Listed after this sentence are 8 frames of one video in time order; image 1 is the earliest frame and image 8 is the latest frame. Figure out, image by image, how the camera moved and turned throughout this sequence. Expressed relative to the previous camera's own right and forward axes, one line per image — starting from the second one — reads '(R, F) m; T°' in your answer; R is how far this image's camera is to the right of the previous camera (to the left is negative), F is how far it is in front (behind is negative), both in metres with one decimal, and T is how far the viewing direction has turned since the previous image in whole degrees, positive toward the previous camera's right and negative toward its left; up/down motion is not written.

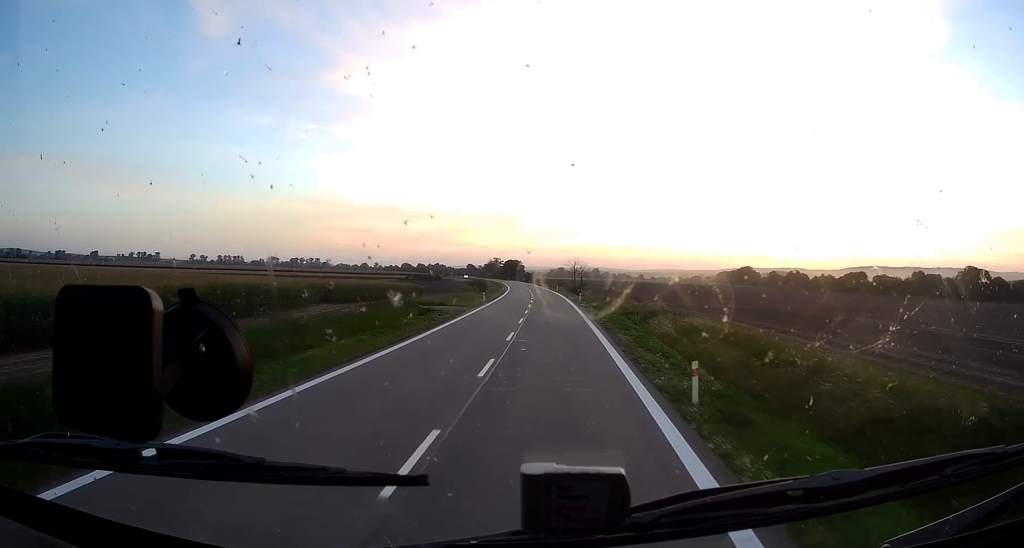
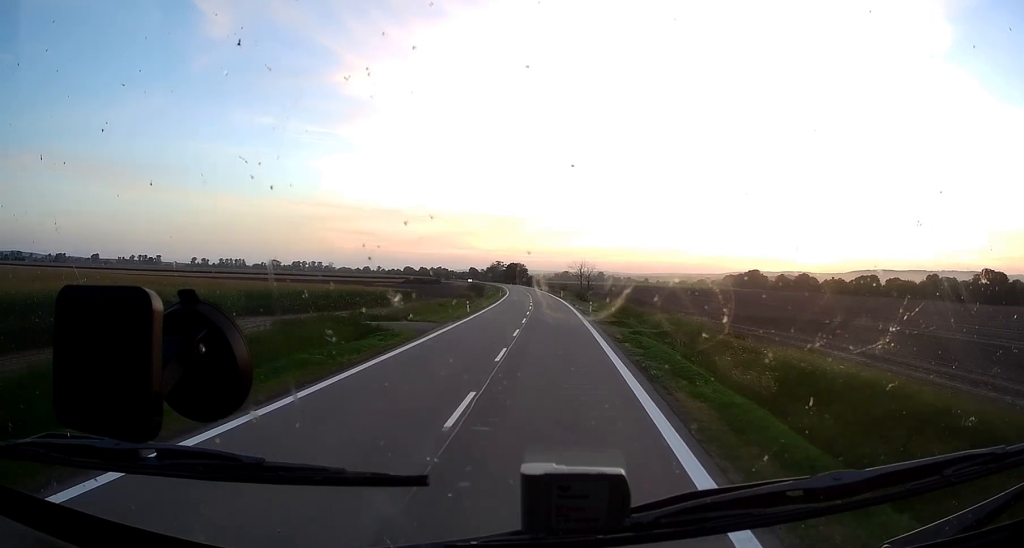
(0.0, +14.3) m; -1°
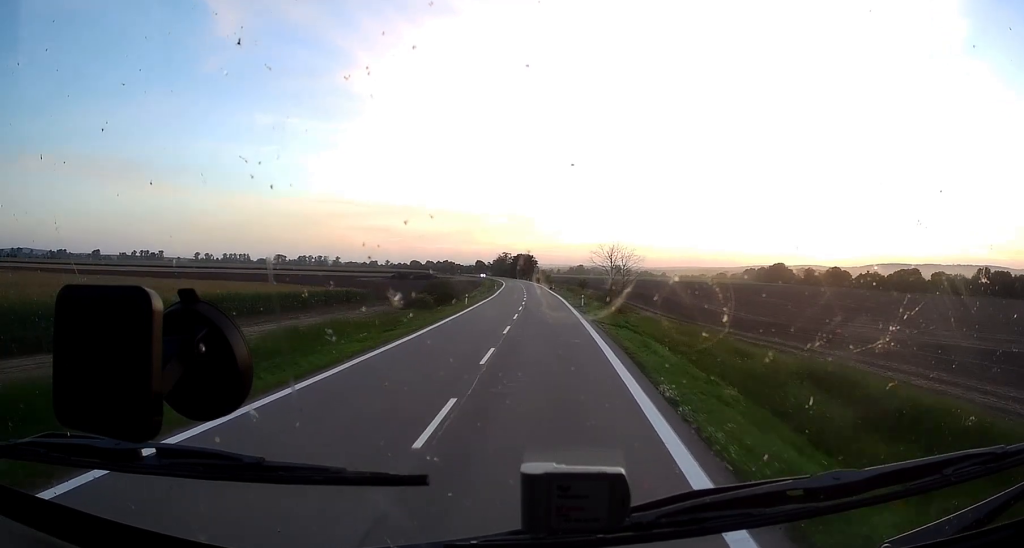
(-0.1, +47.5) m; -1°
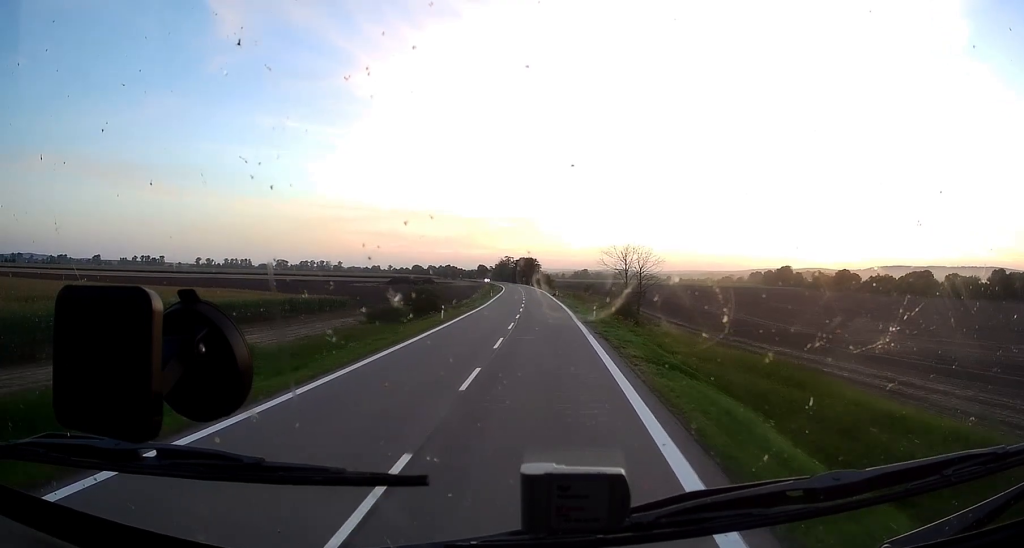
(-0.2, +12.5) m; -1°
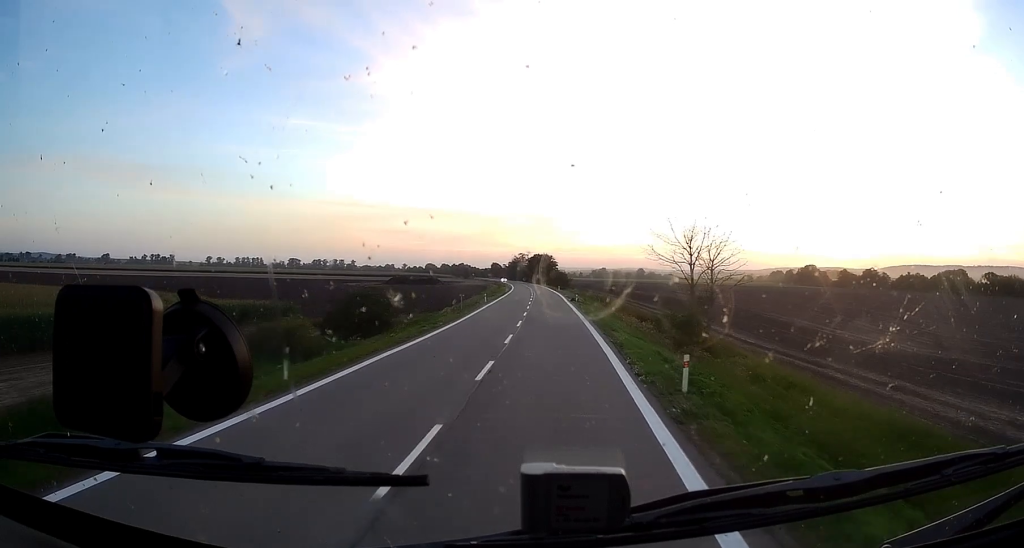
(-0.2, +25.8) m; -2°
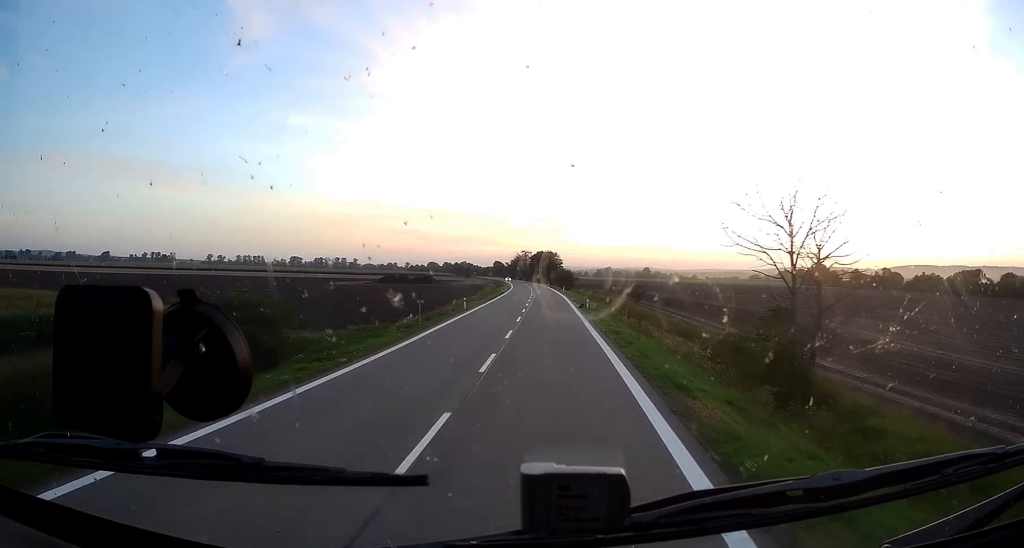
(-0.4, +16.9) m; -1°
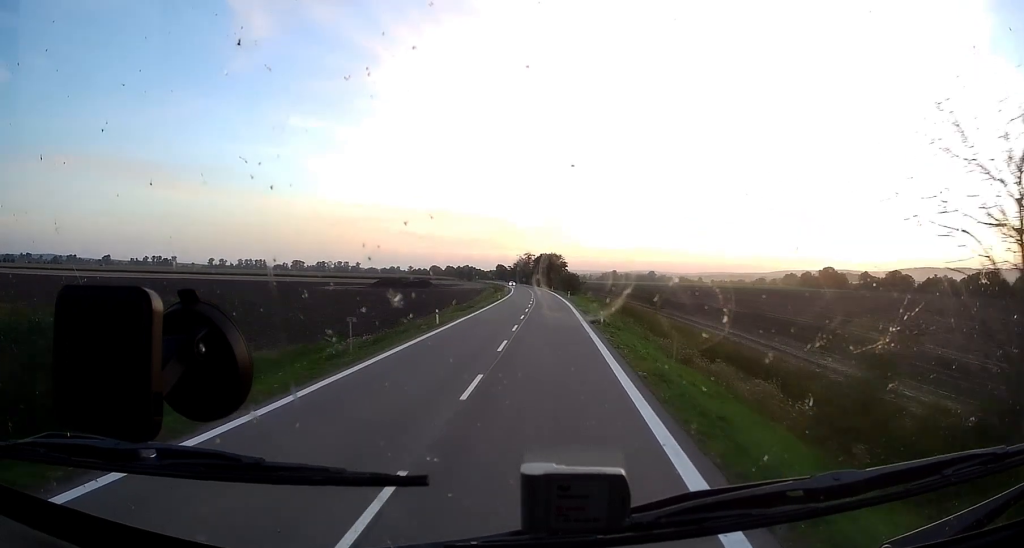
(-0.1, +12.5) m; 0°
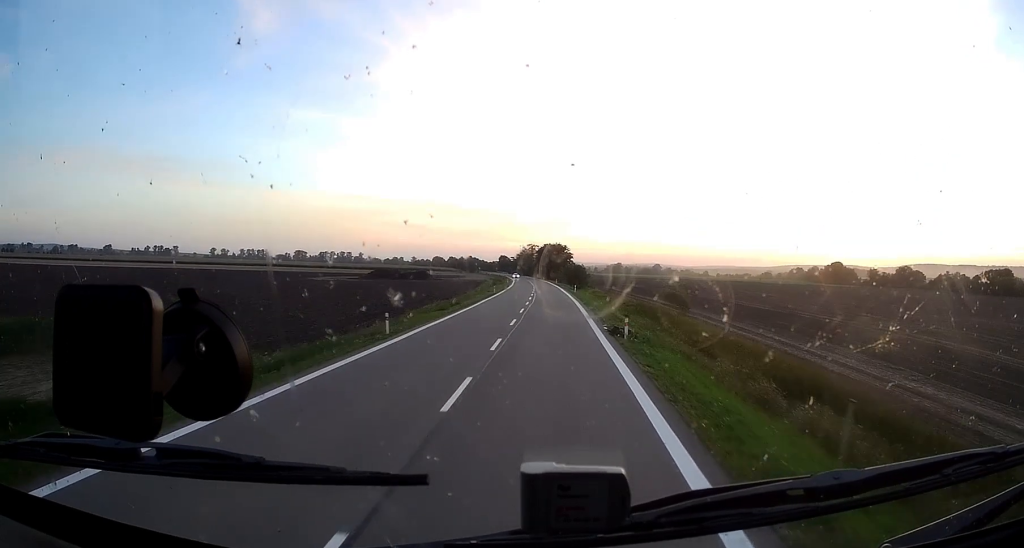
(0.0, +11.6) m; 0°
